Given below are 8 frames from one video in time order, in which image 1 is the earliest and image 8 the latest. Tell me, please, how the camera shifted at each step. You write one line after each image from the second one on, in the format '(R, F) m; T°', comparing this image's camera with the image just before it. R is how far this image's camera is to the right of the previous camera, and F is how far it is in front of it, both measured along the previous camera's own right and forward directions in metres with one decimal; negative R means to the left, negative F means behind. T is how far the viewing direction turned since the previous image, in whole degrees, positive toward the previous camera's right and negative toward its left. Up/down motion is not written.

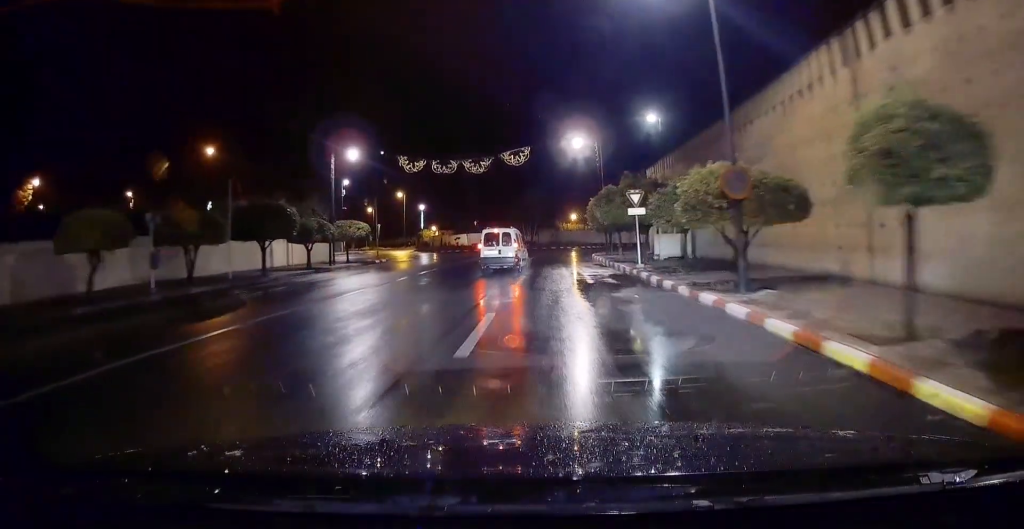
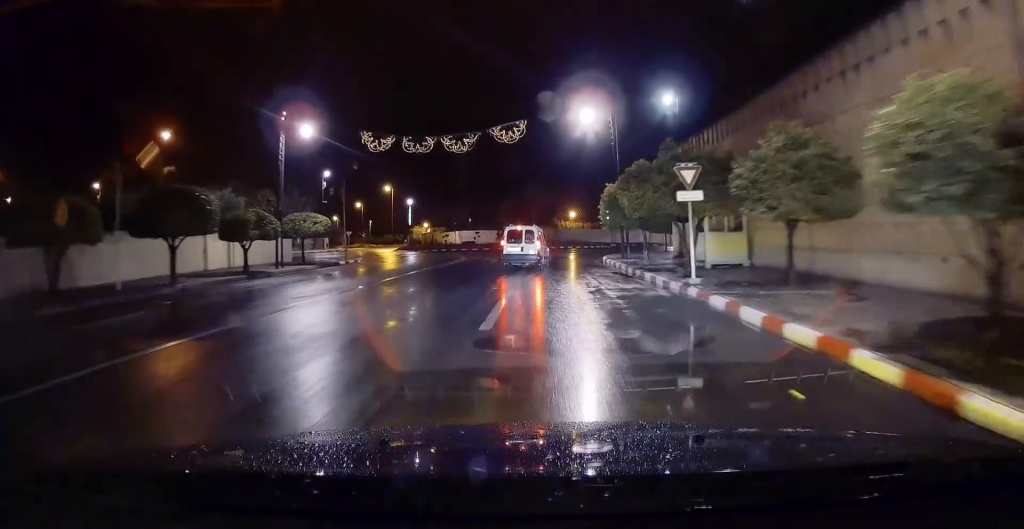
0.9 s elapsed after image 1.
(+0.1, +9.0) m; 0°
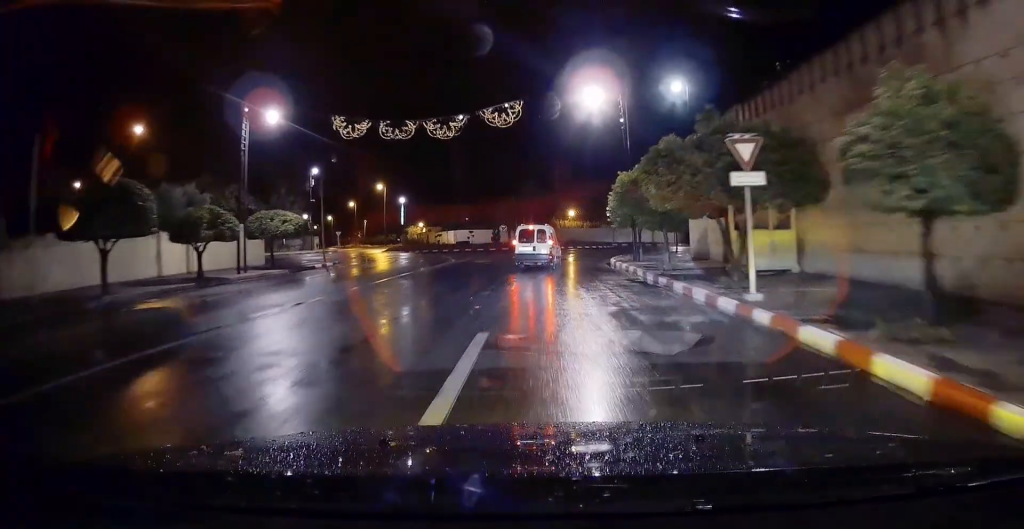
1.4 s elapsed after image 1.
(0.0, +4.7) m; 0°
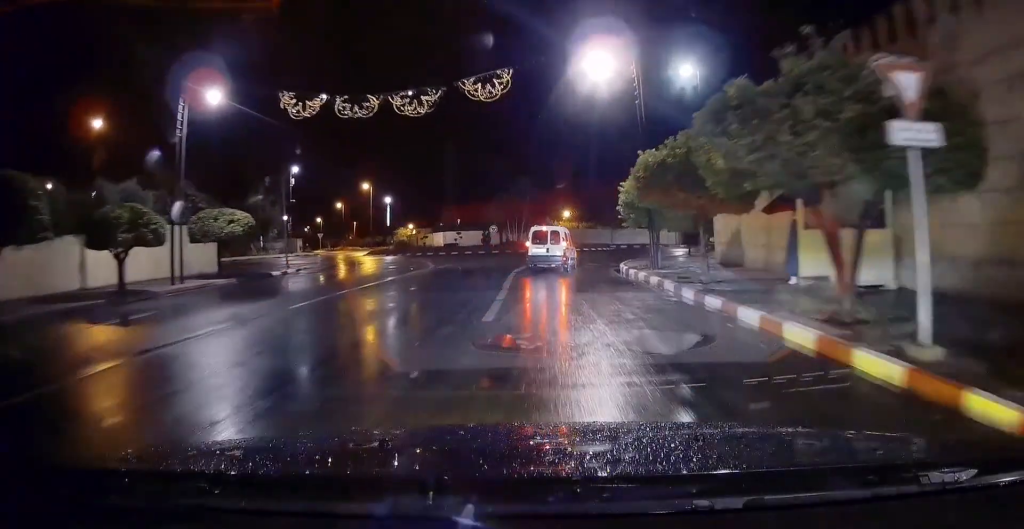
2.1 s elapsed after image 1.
(-0.1, +5.8) m; +1°
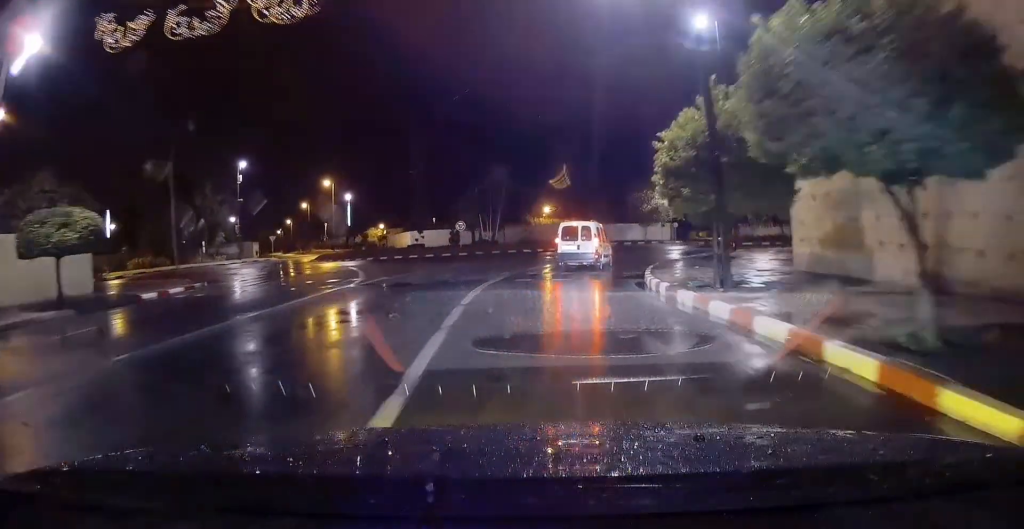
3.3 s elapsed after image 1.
(+0.3, +10.8) m; +3°
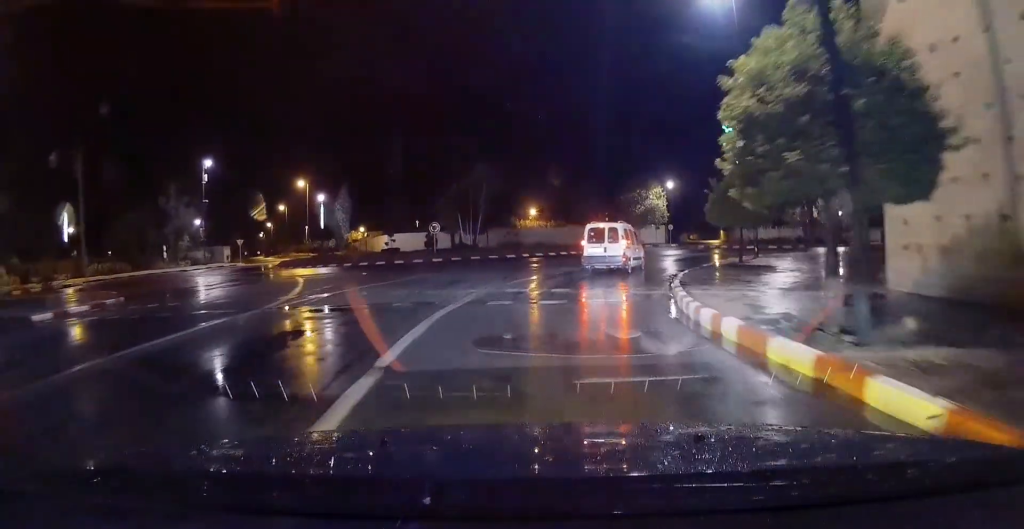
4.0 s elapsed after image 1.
(+0.1, +5.9) m; +4°
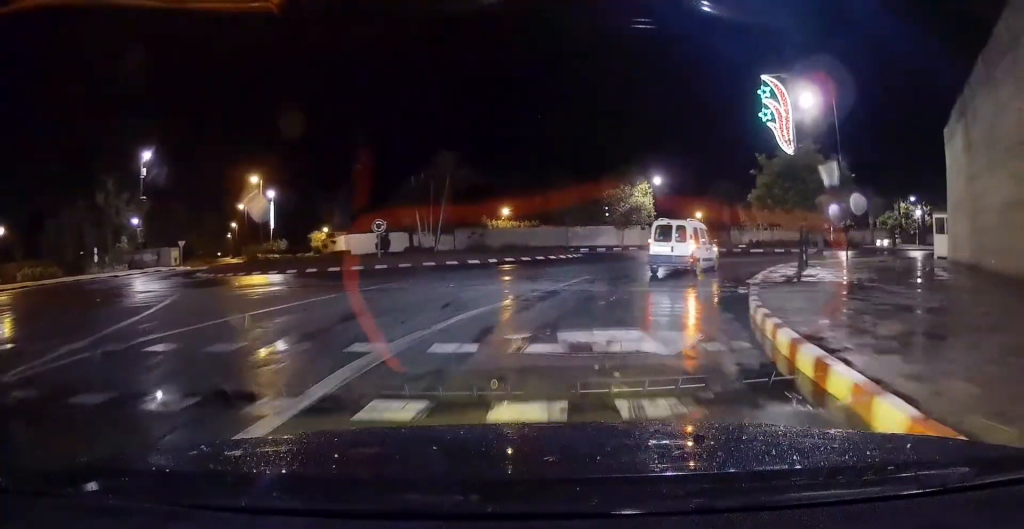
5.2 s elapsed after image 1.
(+0.6, +8.6) m; +6°
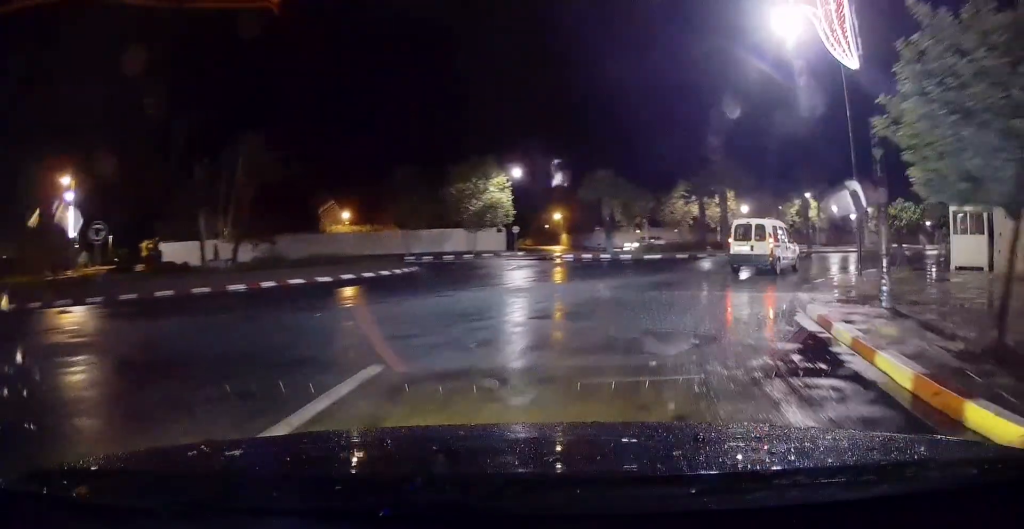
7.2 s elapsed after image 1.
(-0.2, +14.0) m; +4°
